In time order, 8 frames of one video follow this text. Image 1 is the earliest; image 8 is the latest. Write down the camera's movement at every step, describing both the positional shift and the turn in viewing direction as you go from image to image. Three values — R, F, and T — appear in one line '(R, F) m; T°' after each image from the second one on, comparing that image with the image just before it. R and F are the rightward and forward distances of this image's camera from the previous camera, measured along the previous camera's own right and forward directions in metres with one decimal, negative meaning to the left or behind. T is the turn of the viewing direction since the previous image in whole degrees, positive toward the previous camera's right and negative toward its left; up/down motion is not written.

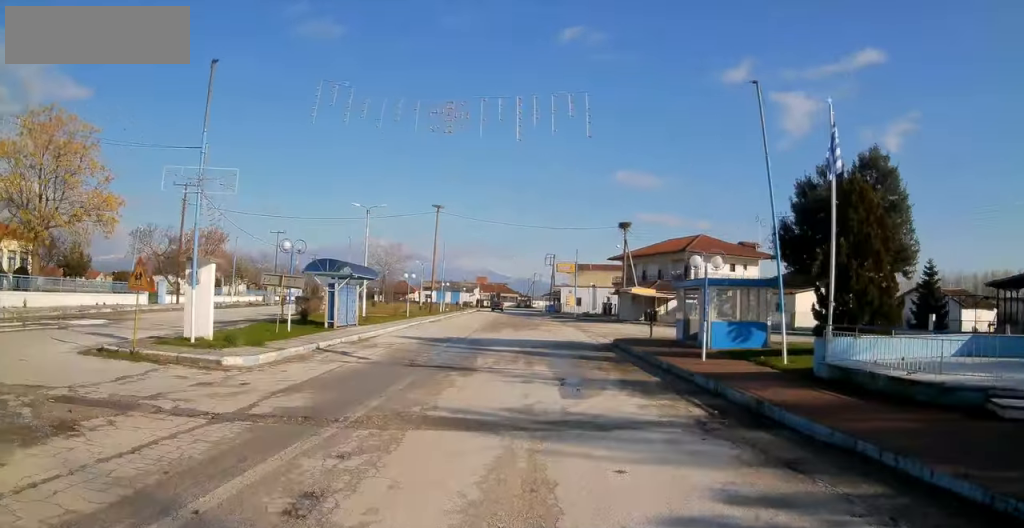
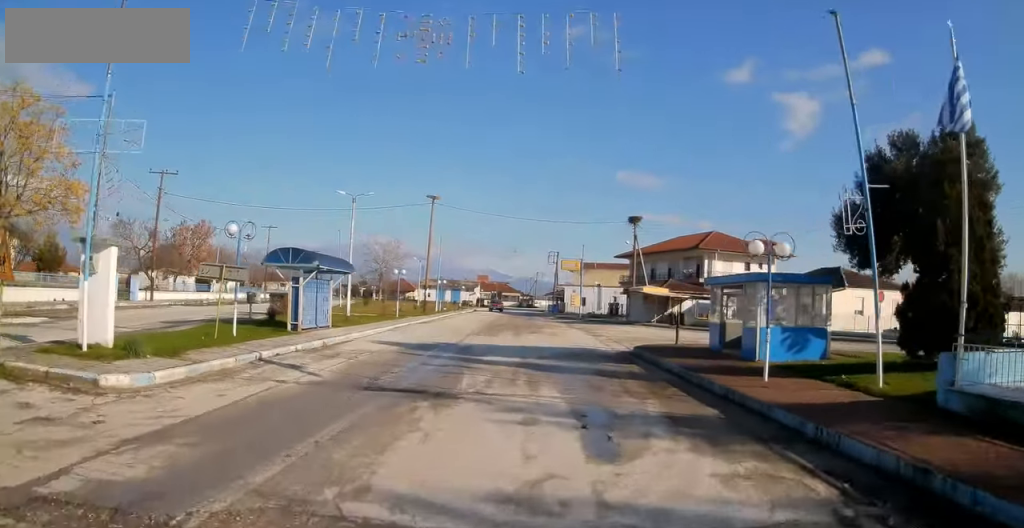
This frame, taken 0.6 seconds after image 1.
(-0.2, +4.1) m; 0°
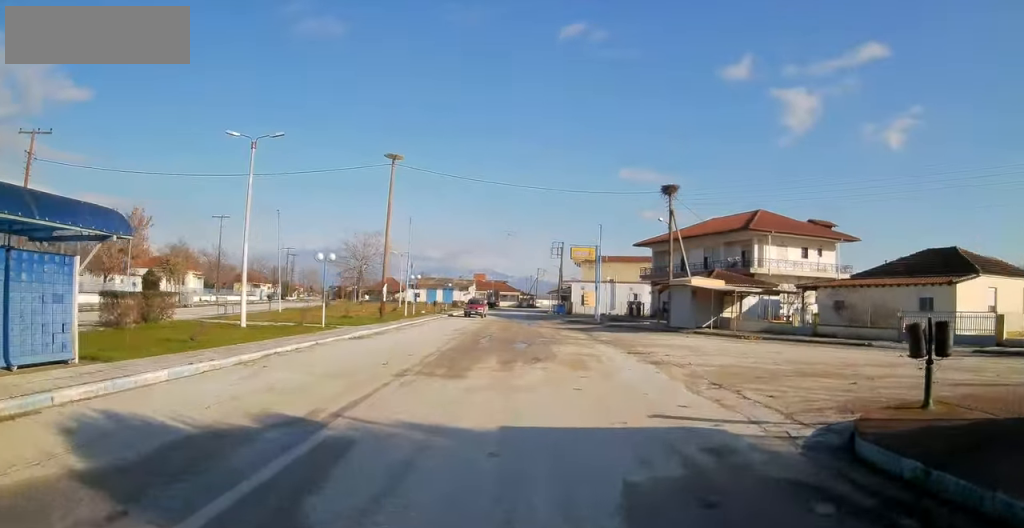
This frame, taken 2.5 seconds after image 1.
(+0.5, +13.9) m; +3°
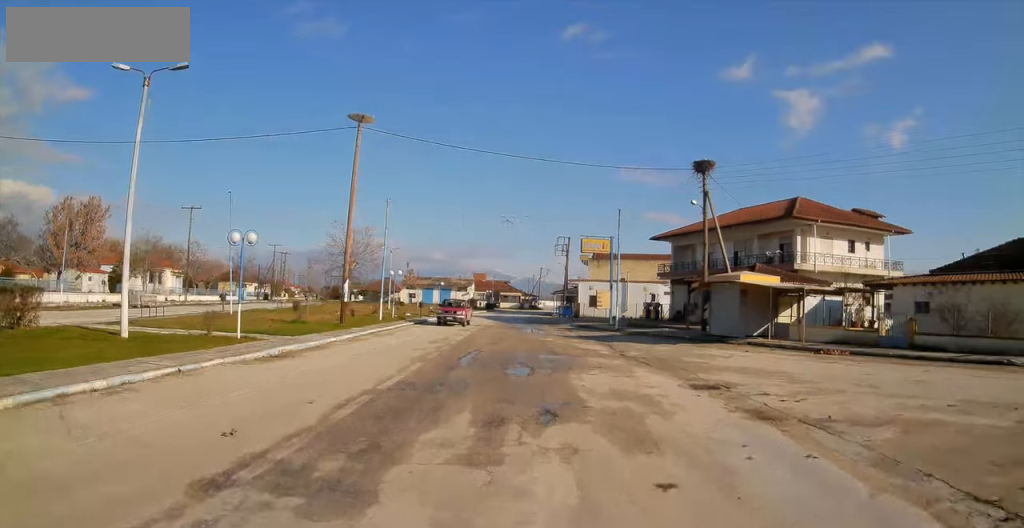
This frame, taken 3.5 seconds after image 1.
(0.0, +7.5) m; 0°
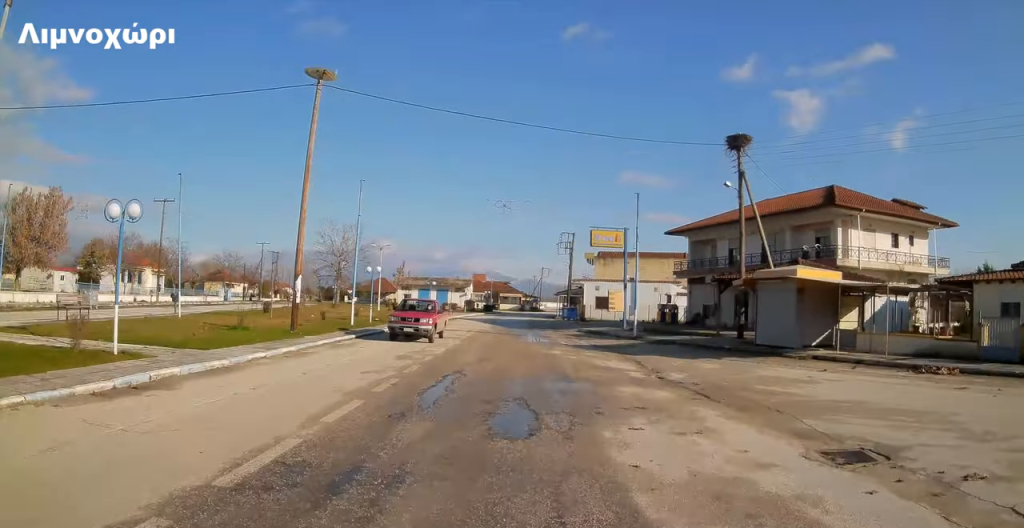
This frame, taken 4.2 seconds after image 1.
(0.0, +5.7) m; 0°
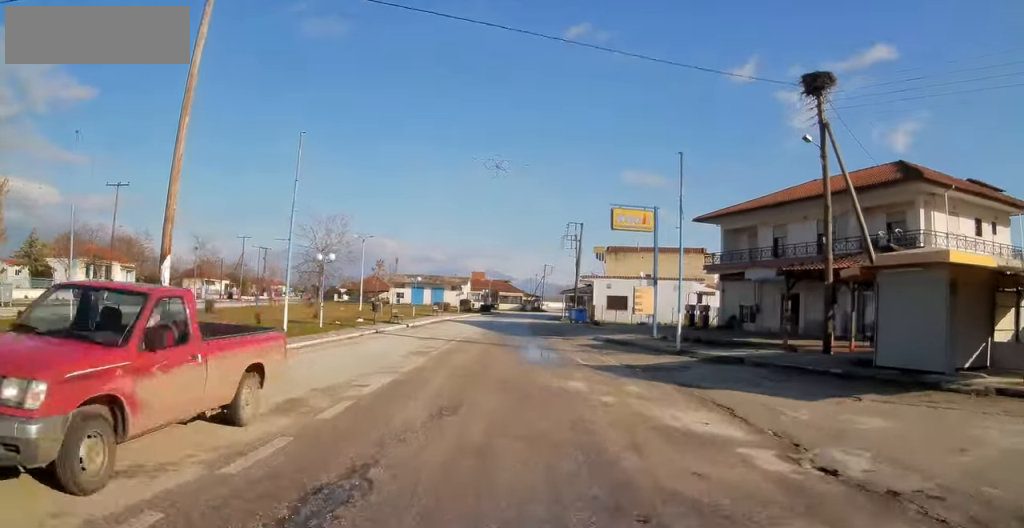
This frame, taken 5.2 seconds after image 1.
(0.0, +8.3) m; 0°
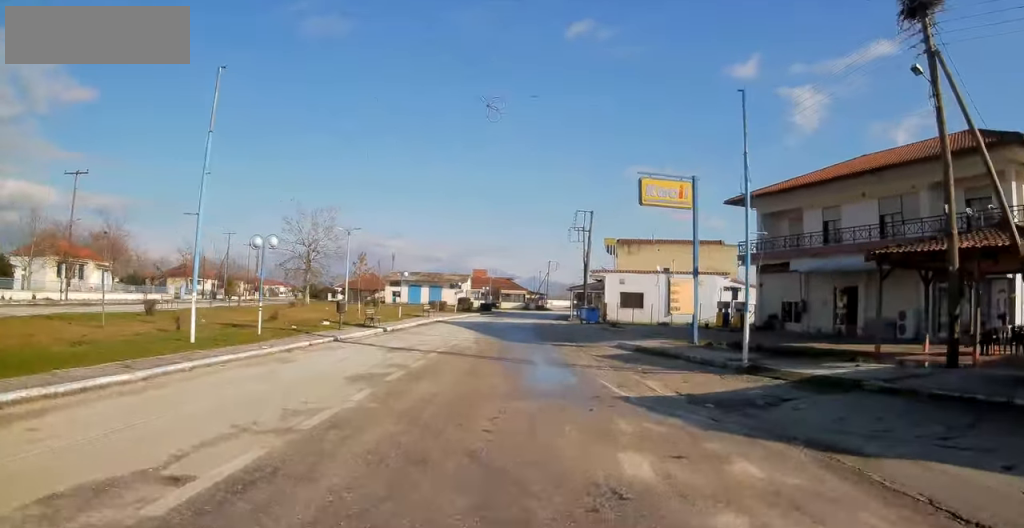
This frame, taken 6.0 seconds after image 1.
(0.0, +6.4) m; 0°
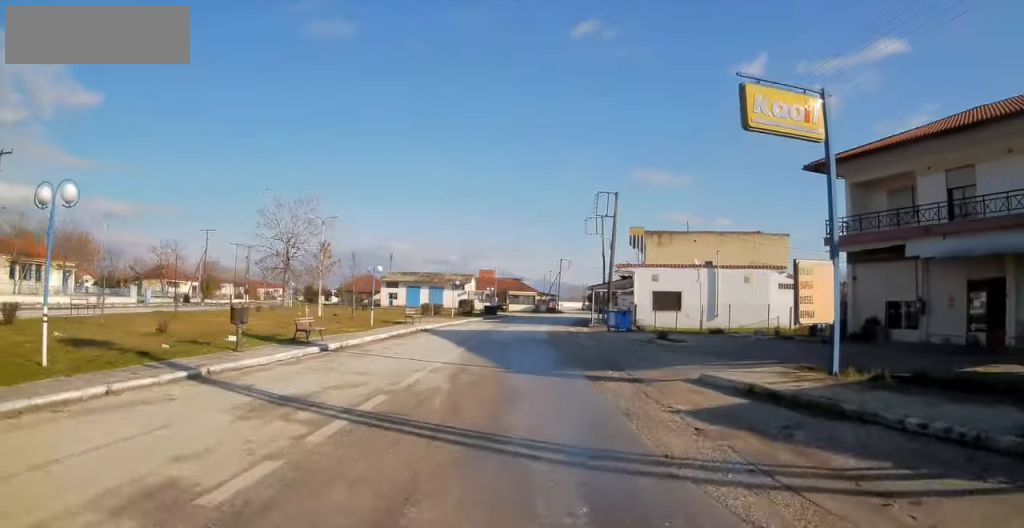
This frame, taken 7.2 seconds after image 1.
(0.0, +10.1) m; -1°
